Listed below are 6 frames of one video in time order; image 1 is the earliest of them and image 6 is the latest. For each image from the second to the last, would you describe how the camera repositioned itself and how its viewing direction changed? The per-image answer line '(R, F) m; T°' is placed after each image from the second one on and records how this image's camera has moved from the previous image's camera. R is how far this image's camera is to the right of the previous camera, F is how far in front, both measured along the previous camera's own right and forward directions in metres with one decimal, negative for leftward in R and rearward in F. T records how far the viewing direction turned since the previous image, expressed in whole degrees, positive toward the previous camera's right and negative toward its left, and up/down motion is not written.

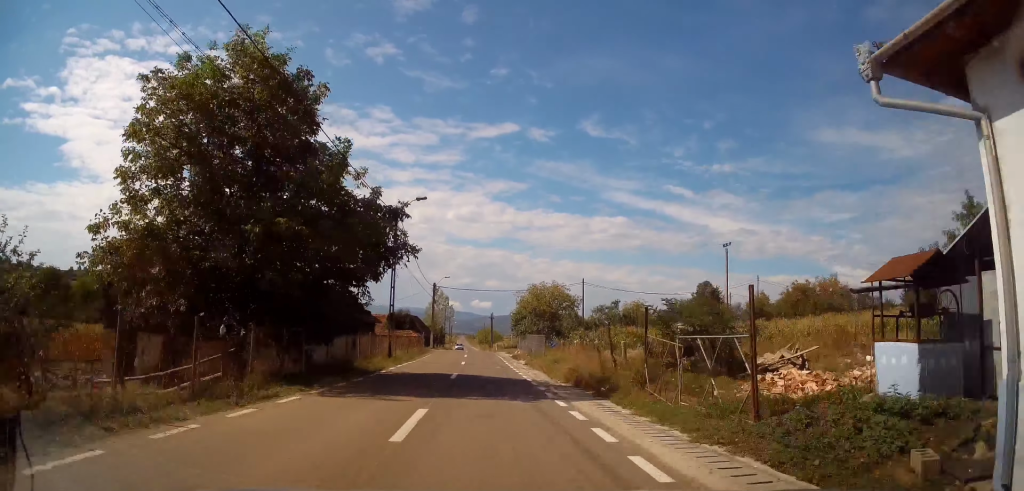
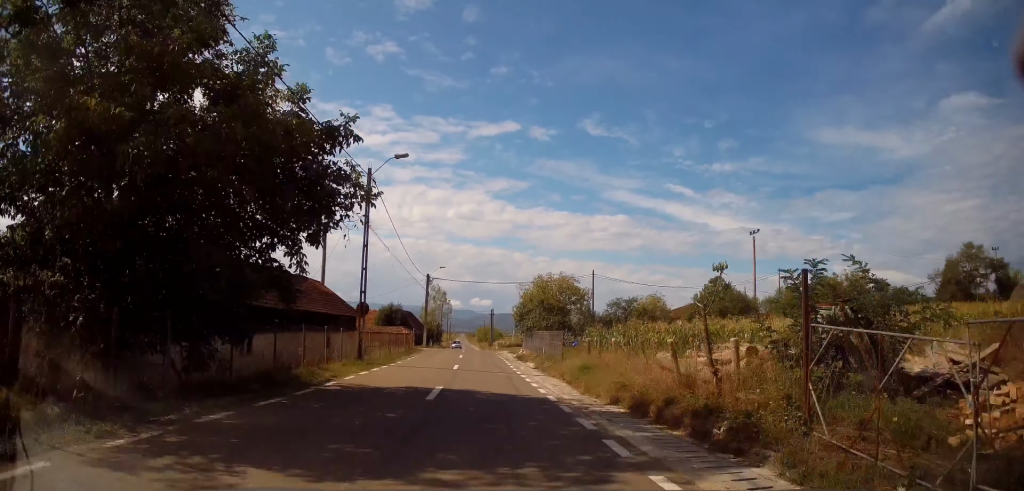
(-0.1, +6.7) m; +1°
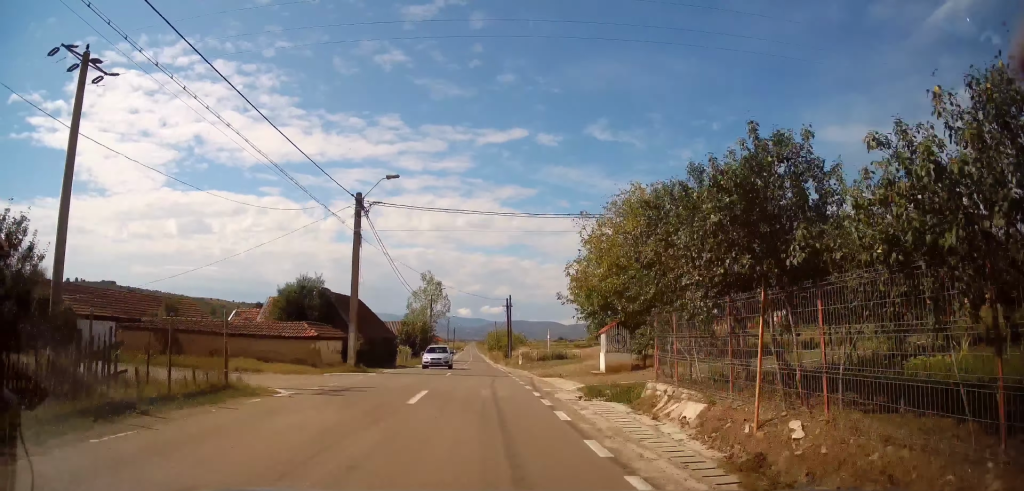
(0.0, +35.1) m; -1°
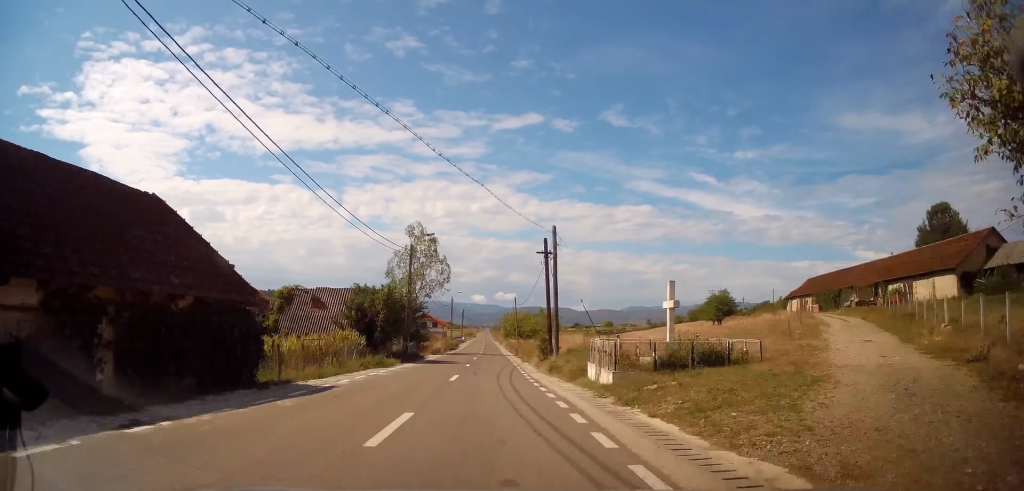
(-0.3, +27.2) m; -2°
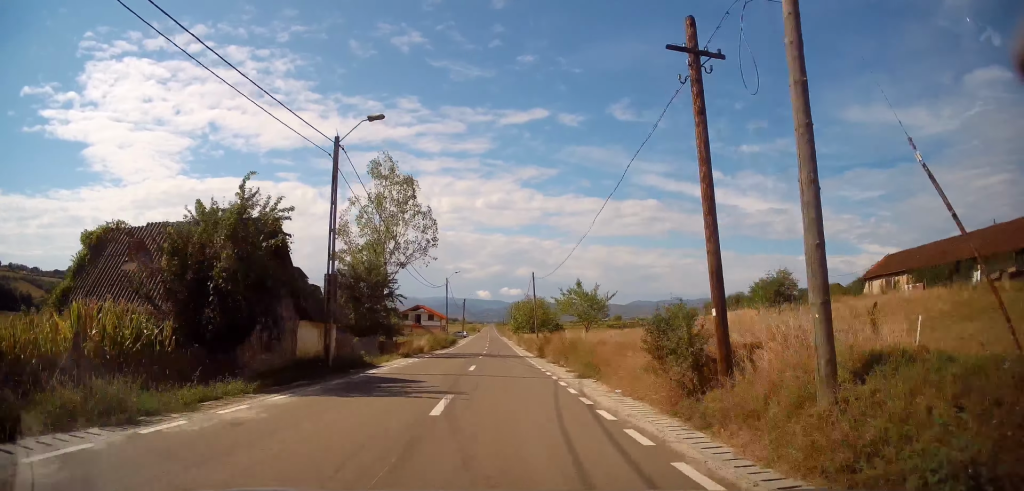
(-0.3, +20.5) m; 0°
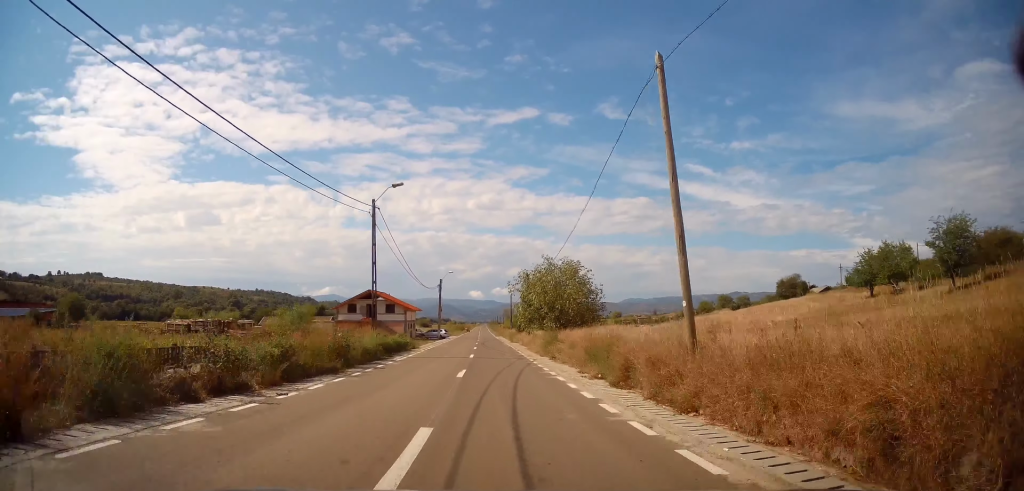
(+0.9, +37.8) m; +2°
